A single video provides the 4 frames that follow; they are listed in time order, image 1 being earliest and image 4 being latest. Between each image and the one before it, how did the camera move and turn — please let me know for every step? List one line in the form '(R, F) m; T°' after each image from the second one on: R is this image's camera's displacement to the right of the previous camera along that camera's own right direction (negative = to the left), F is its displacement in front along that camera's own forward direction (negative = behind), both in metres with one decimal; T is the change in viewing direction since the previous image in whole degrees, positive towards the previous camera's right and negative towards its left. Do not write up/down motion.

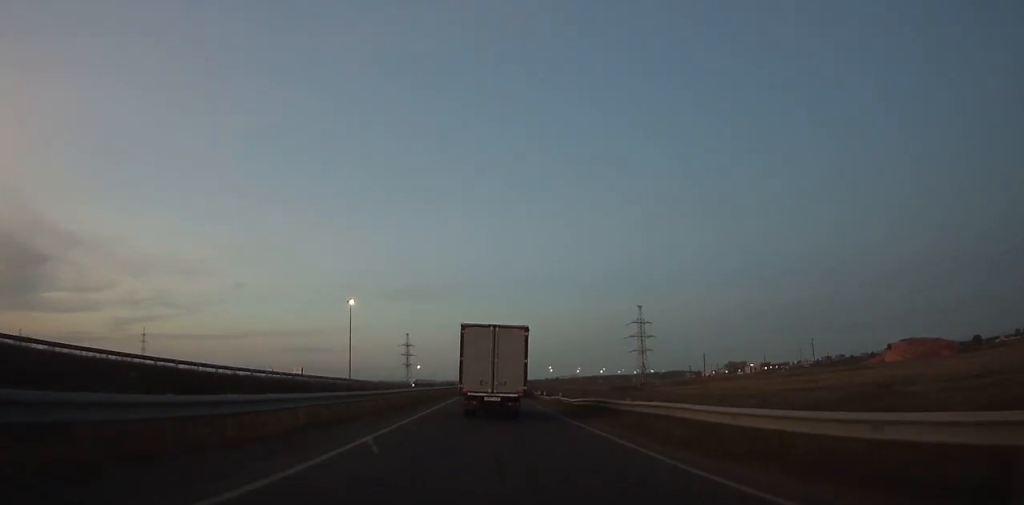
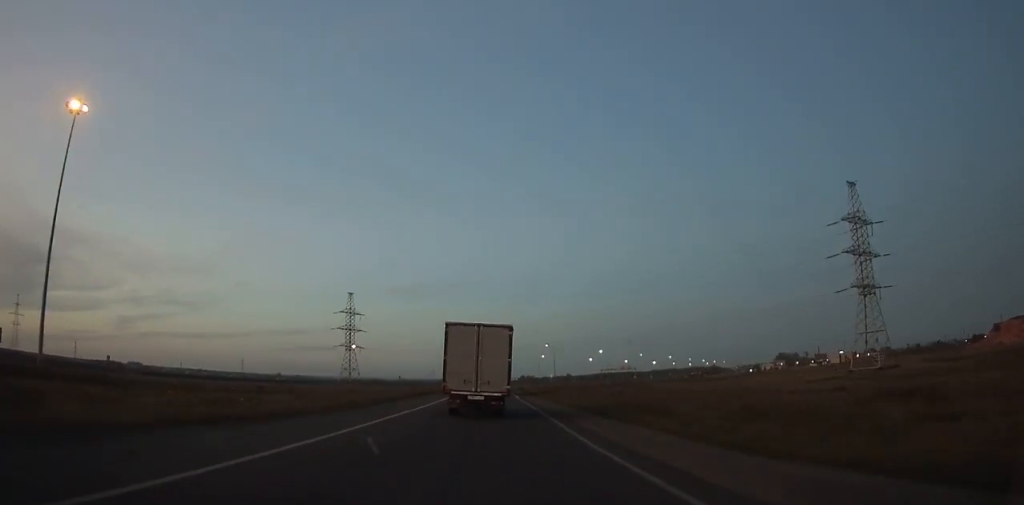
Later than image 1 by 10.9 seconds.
(-0.2, +172.5) m; 0°
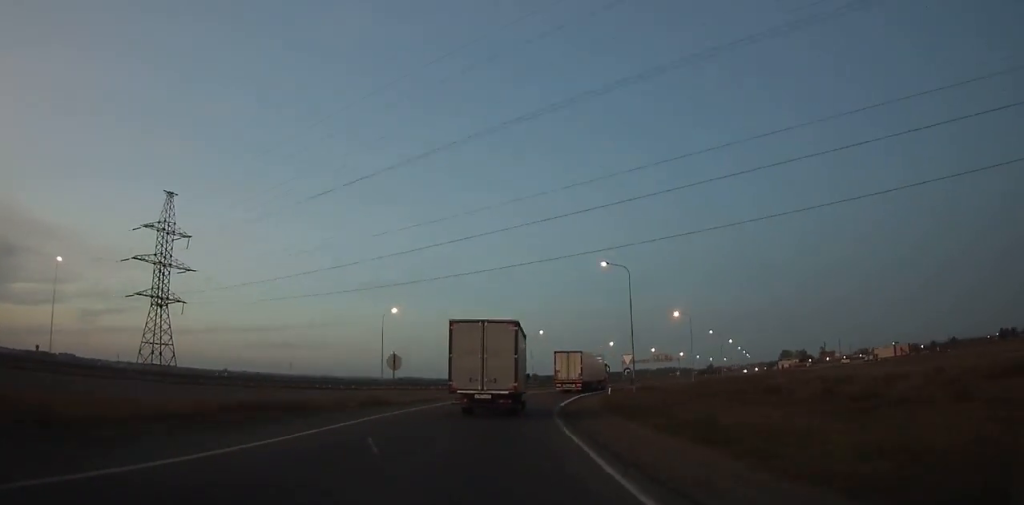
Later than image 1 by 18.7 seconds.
(+0.7, +121.0) m; +4°
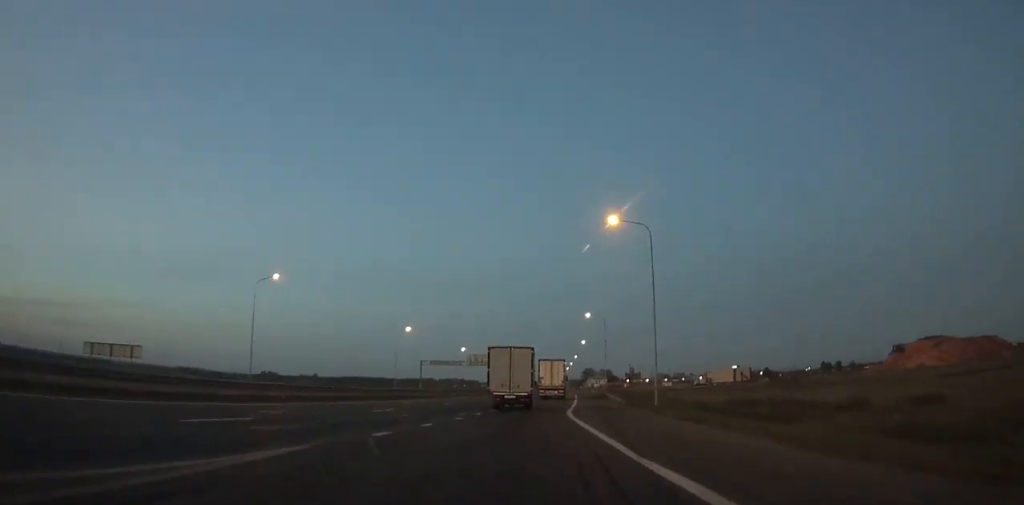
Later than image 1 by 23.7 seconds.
(+9.1, +71.0) m; +17°
